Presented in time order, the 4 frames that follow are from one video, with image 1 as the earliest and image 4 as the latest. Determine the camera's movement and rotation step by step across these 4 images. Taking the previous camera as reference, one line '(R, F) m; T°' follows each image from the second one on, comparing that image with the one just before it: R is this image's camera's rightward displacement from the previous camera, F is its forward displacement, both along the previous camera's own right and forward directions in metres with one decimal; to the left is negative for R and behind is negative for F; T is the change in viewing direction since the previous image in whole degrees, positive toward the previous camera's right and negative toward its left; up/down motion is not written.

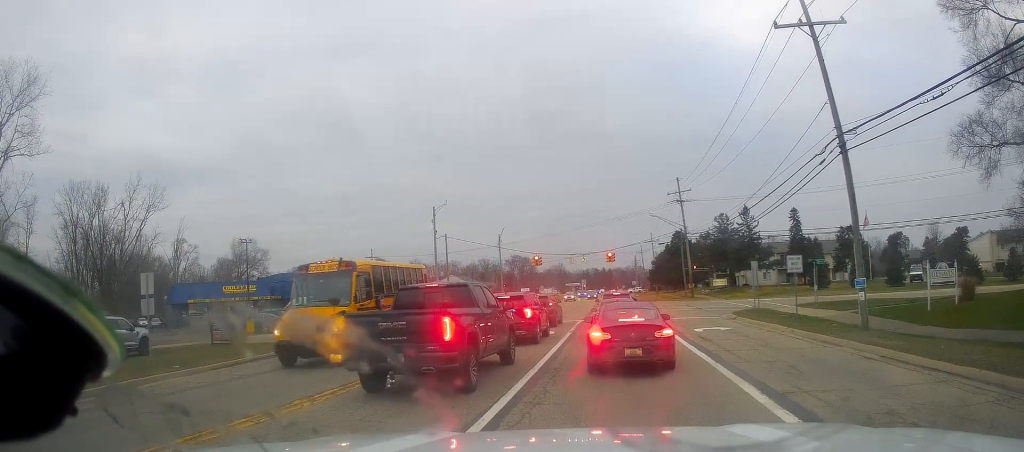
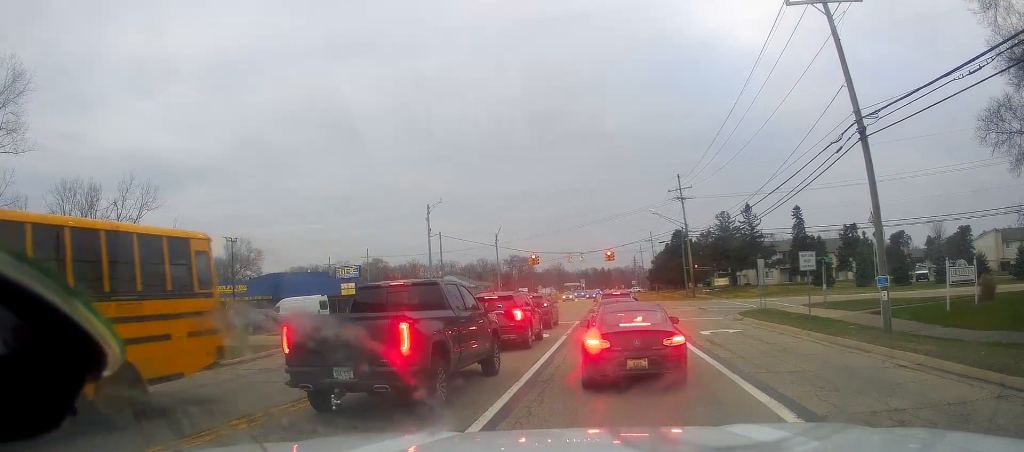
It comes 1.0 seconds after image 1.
(-0.1, +1.4) m; 0°
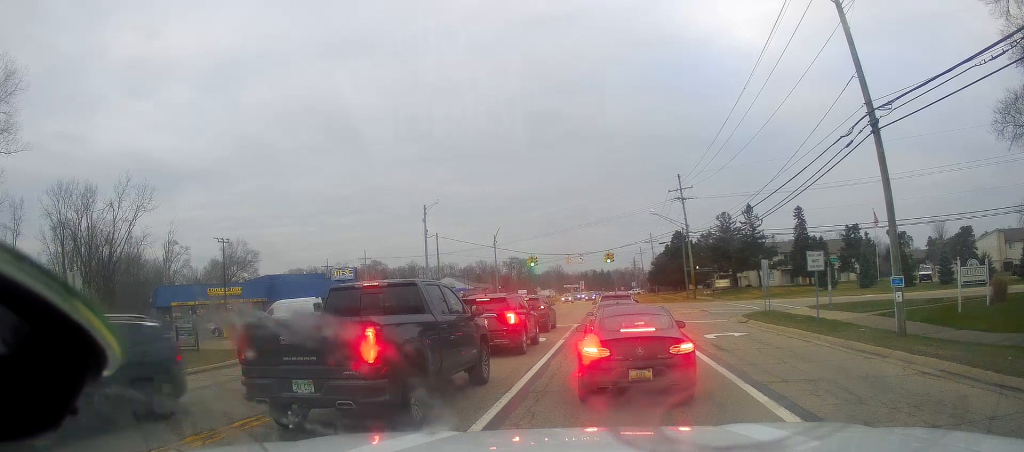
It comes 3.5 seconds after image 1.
(-0.7, +0.8) m; 0°
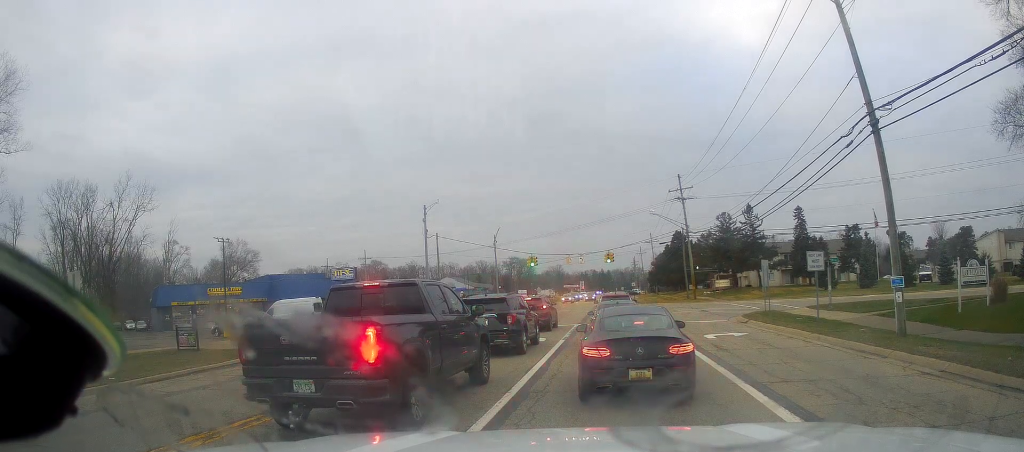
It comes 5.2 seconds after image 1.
(0.0, 0.0) m; 0°
